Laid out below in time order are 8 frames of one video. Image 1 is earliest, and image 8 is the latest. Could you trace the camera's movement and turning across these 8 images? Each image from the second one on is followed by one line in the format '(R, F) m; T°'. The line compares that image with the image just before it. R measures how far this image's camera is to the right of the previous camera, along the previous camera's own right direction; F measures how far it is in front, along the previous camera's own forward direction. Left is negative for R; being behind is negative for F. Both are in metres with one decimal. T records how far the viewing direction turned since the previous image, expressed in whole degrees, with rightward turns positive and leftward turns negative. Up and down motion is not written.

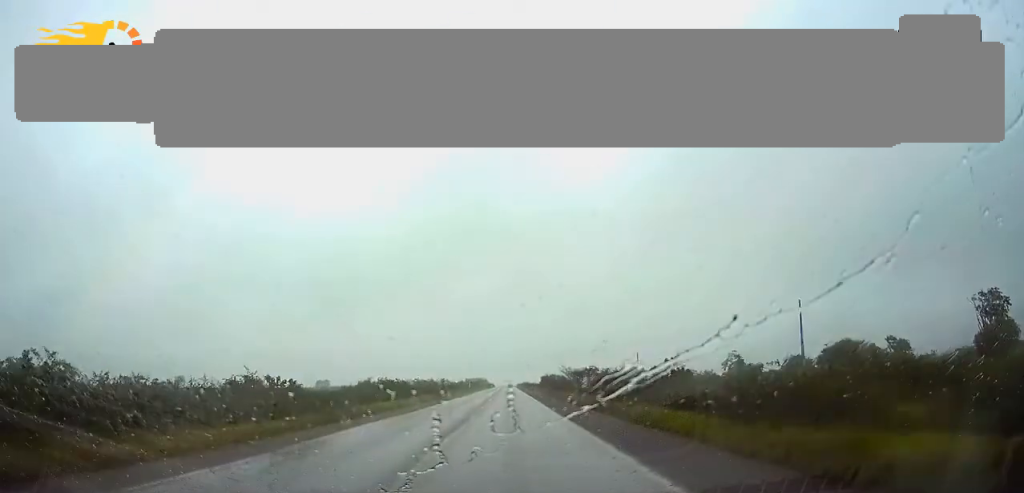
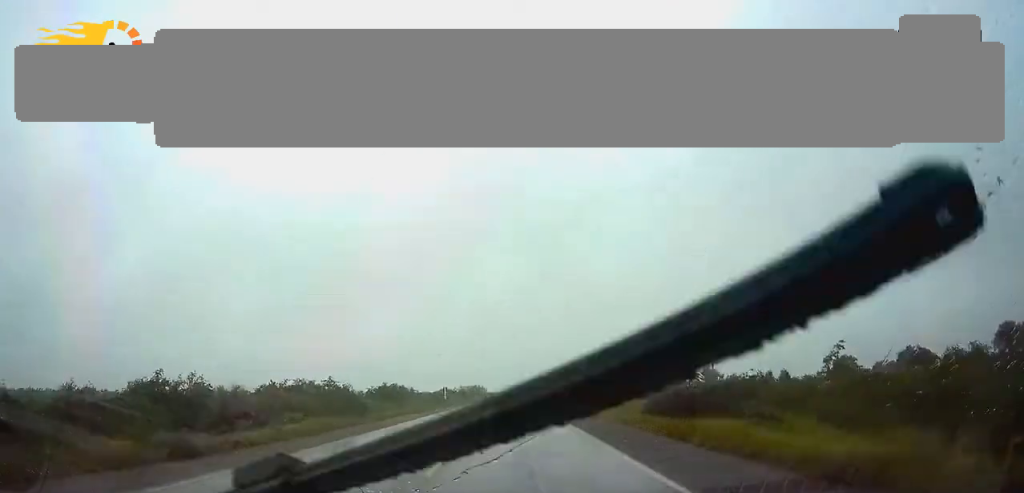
(-0.6, +62.4) m; 0°
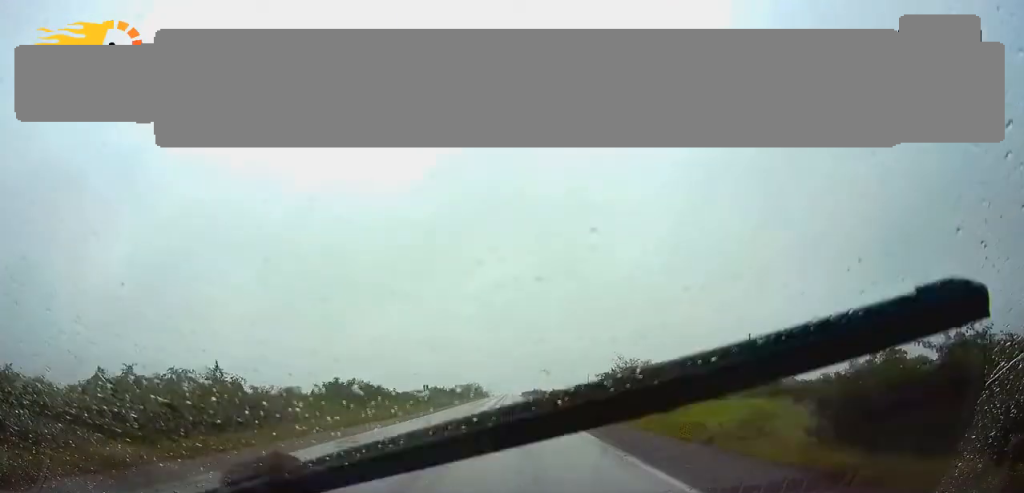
(+0.2, +18.9) m; 0°
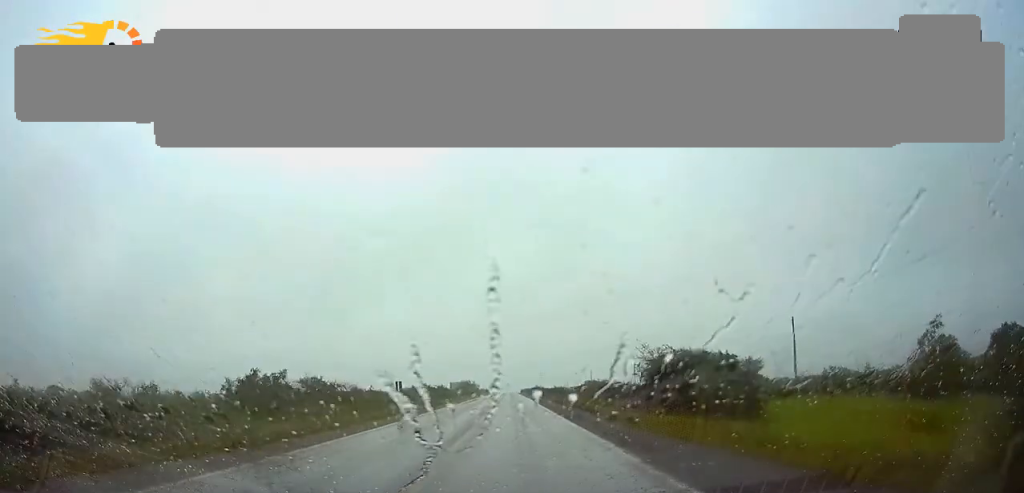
(+0.1, +15.9) m; 0°
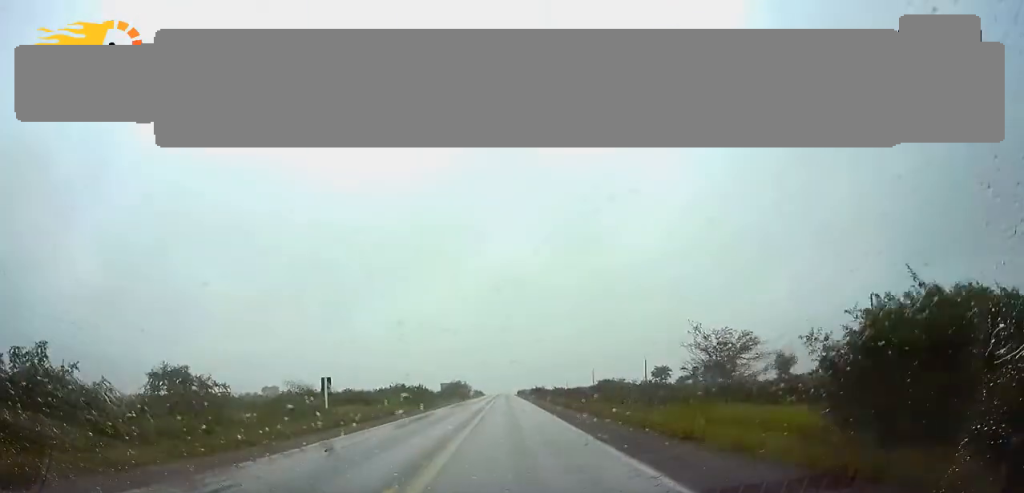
(-0.1, +19.9) m; 0°
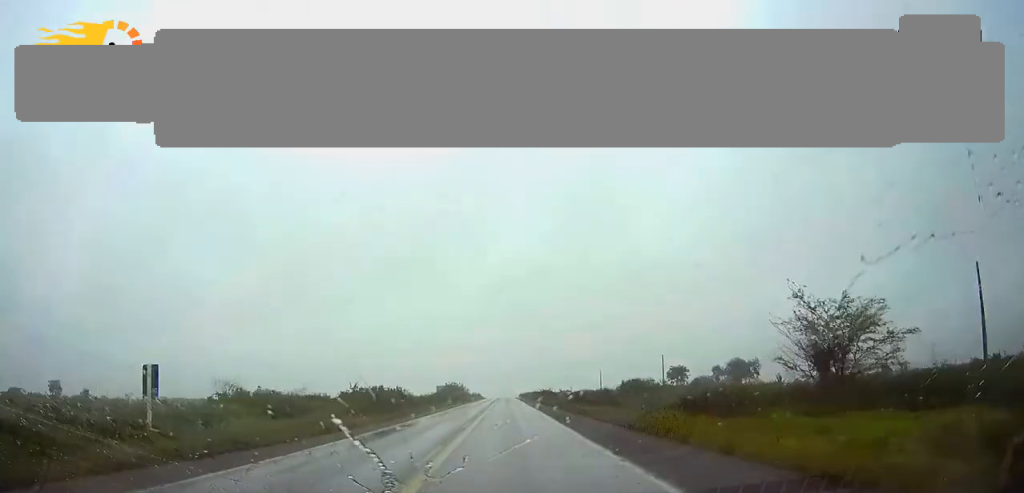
(+0.1, +16.9) m; 0°
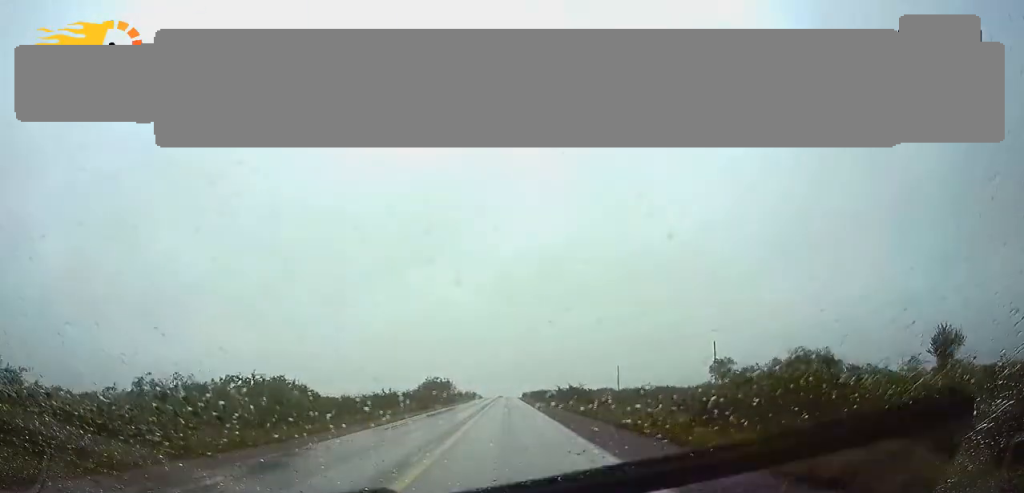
(0.0, +35.9) m; 0°
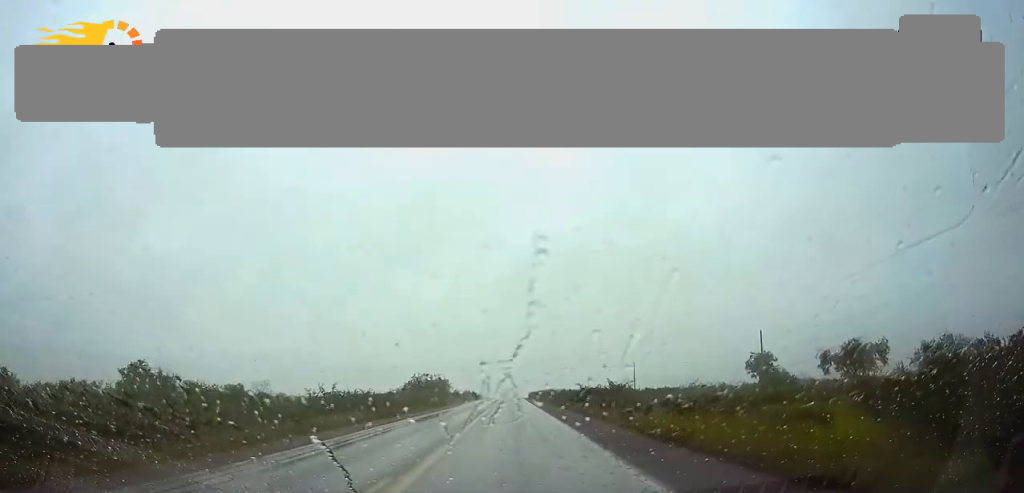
(0.0, +18.9) m; 0°
